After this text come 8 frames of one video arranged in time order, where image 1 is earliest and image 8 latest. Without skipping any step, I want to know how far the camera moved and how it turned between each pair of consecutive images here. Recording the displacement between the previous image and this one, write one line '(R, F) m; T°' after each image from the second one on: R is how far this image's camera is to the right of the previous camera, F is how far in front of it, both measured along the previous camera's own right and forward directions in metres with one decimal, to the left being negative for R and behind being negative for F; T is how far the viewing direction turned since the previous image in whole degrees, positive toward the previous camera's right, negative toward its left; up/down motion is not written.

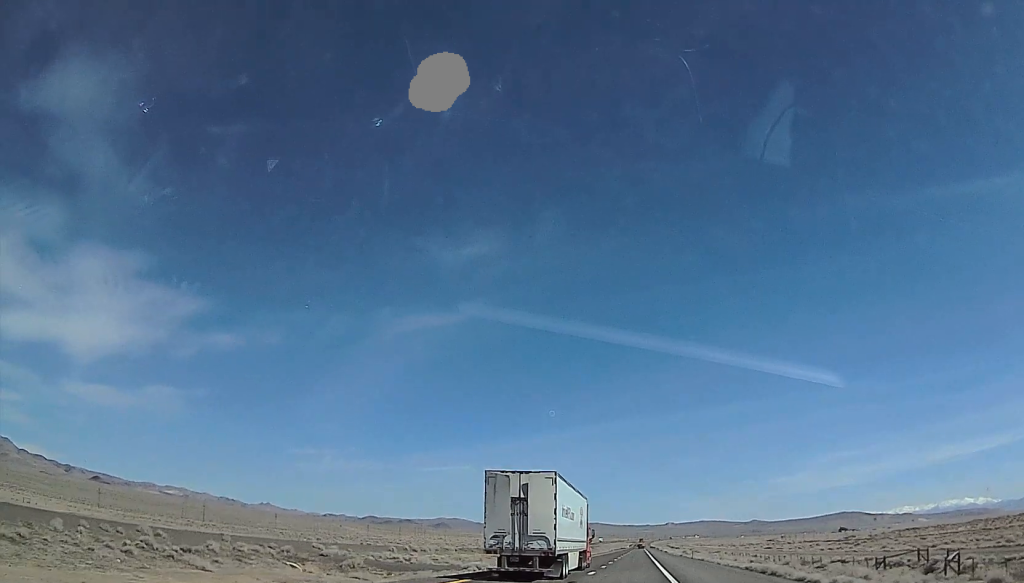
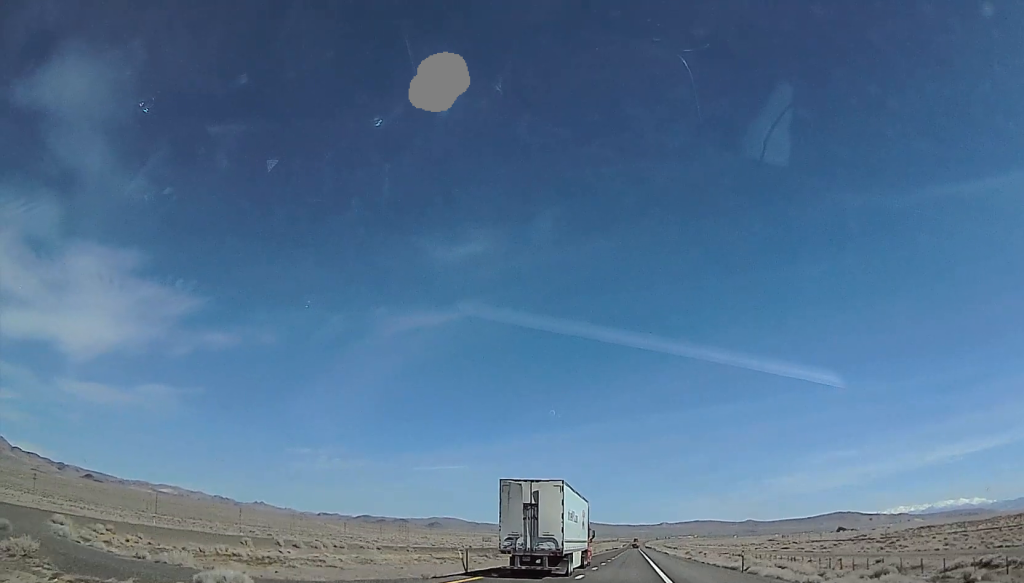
(+0.9, +41.4) m; +1°
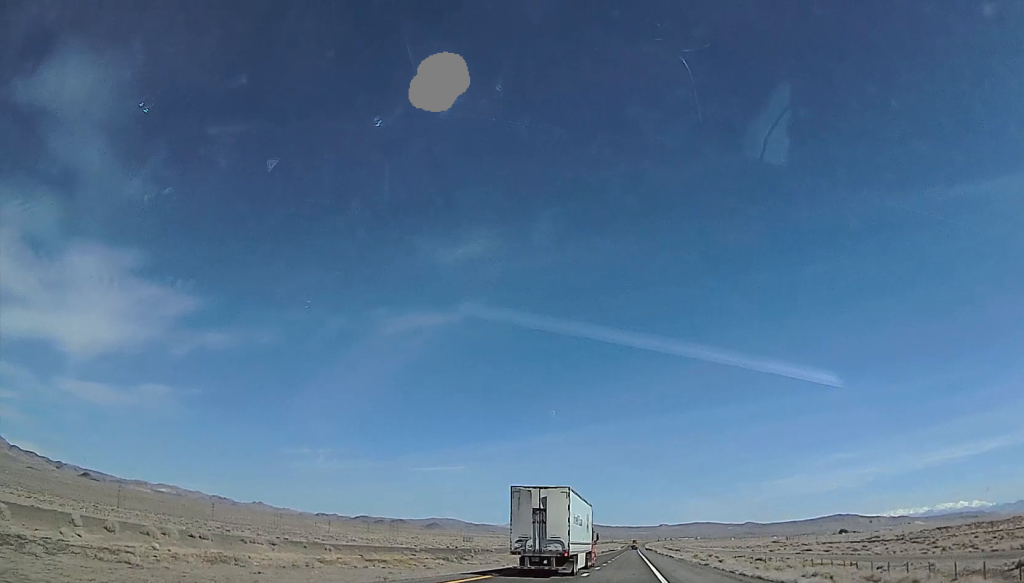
(-0.5, +31.9) m; 0°
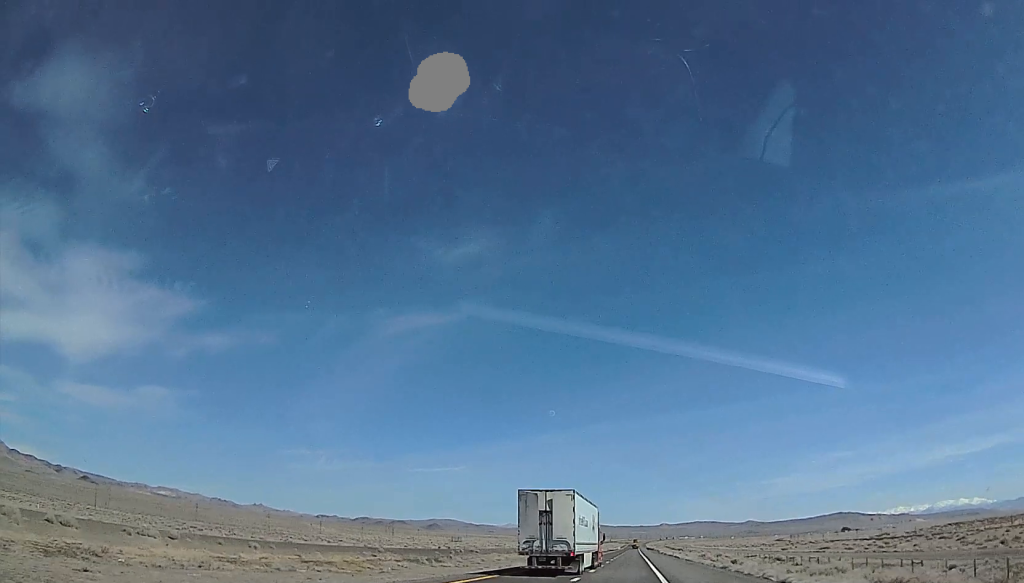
(+0.4, +18.3) m; 0°
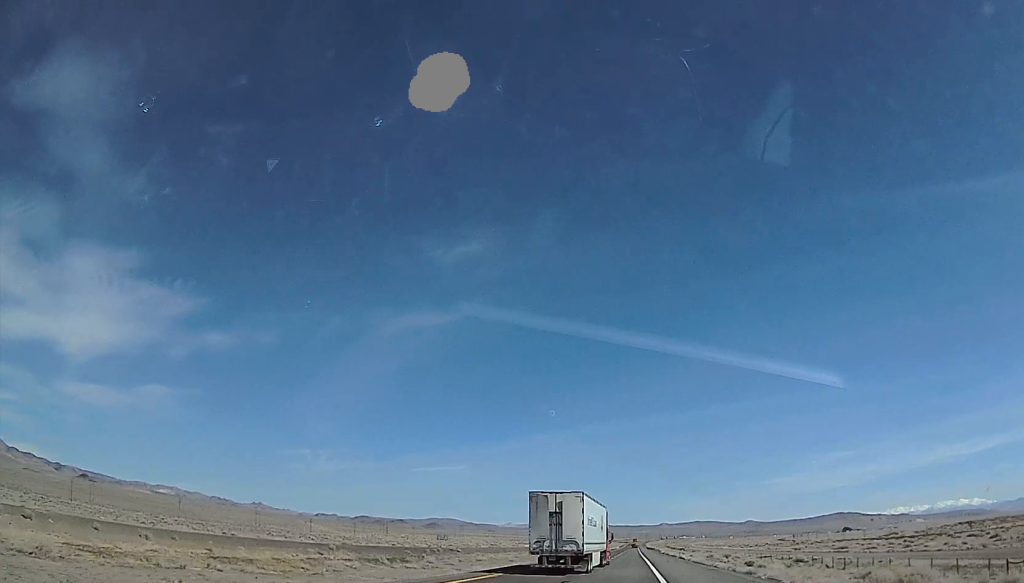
(0.0, +17.4) m; 0°
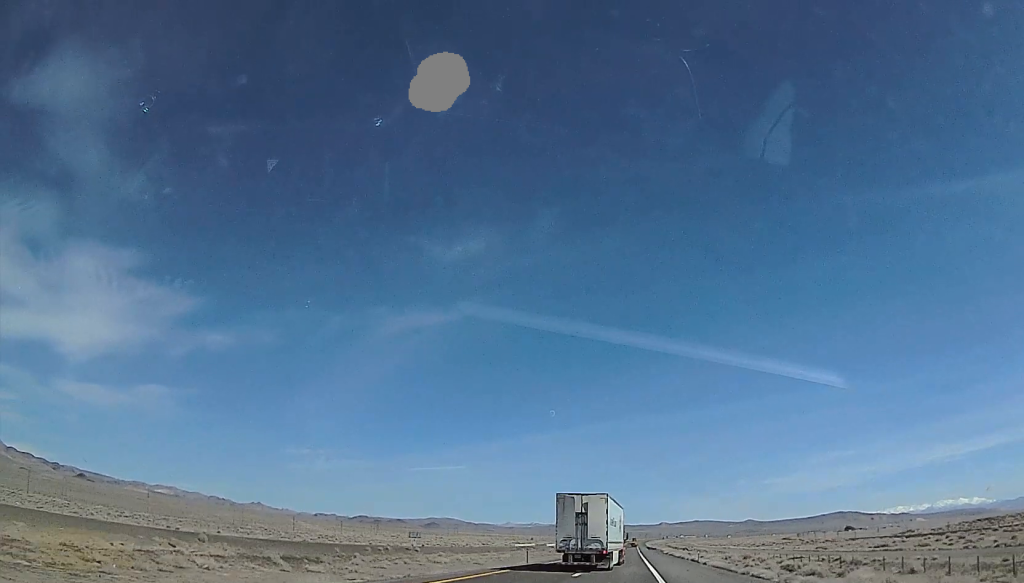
(-0.4, +29.1) m; 0°
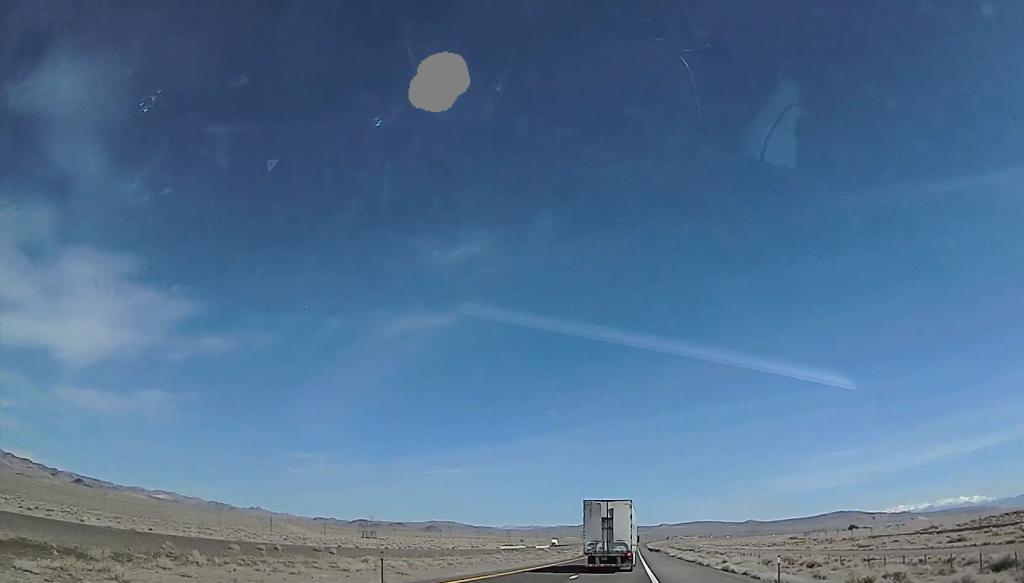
(+0.5, +35.7) m; +1°
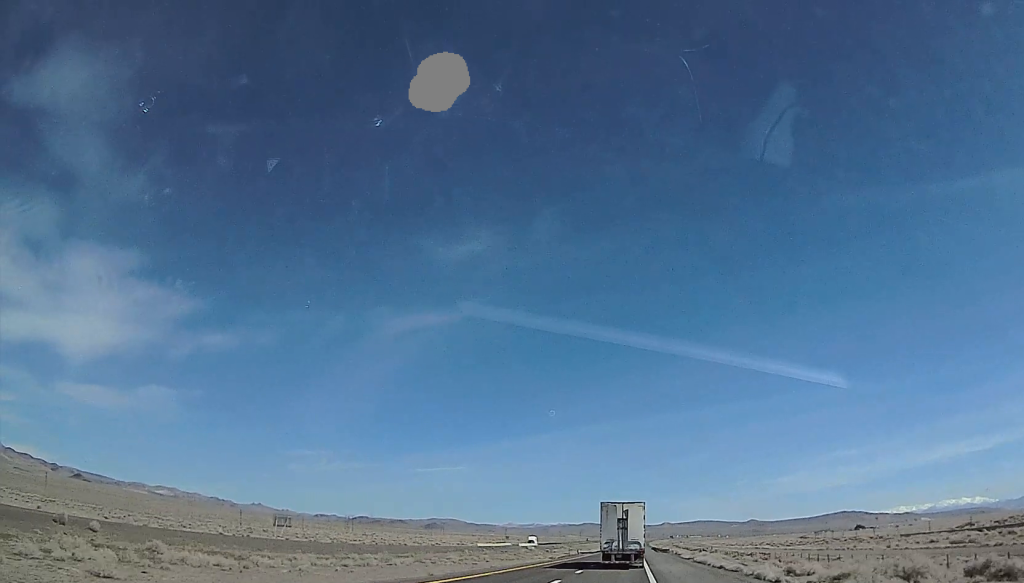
(-0.2, +44.5) m; 0°
